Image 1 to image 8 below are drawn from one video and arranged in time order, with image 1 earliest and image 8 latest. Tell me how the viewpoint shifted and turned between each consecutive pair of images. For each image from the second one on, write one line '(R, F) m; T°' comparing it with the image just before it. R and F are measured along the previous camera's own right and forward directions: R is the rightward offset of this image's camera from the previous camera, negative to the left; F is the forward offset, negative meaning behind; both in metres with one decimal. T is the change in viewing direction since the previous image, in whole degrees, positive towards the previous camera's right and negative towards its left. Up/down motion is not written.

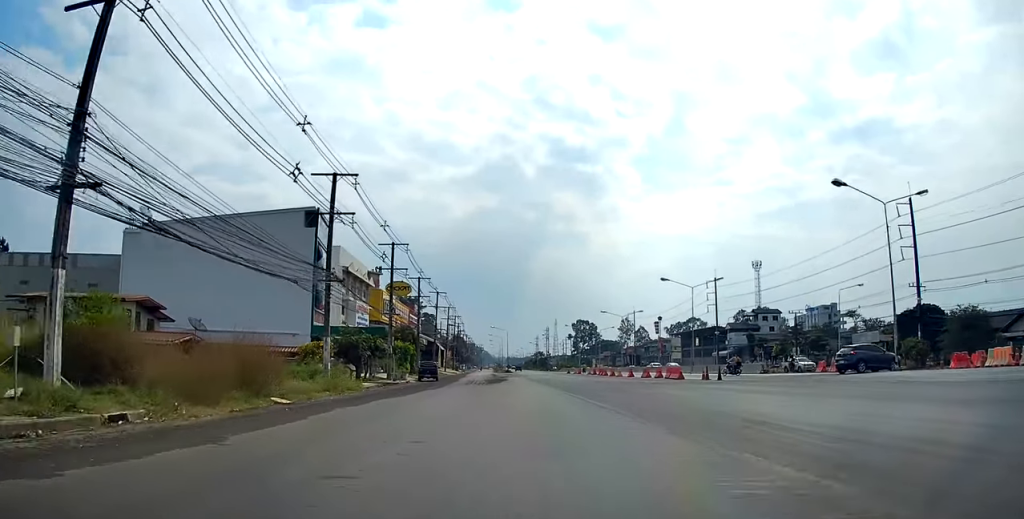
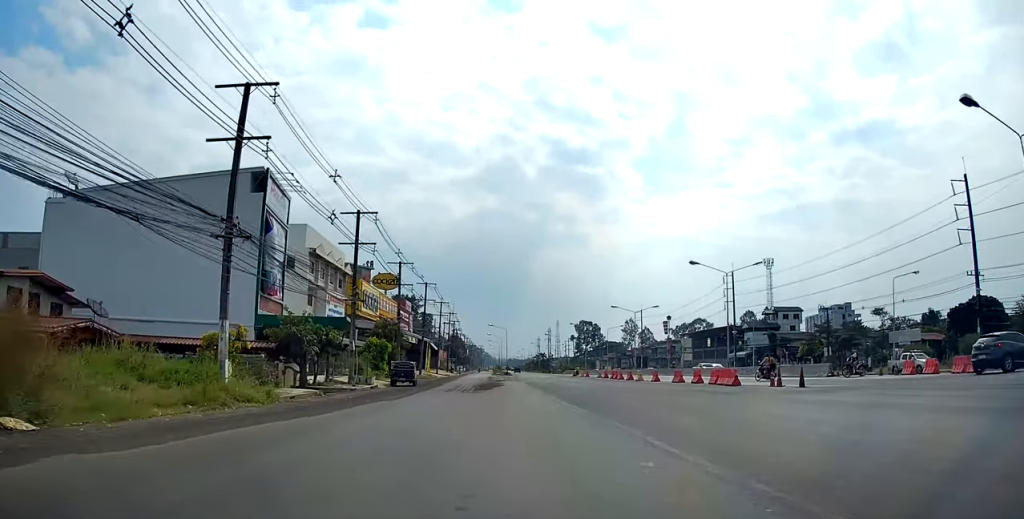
(-0.5, +11.3) m; 0°
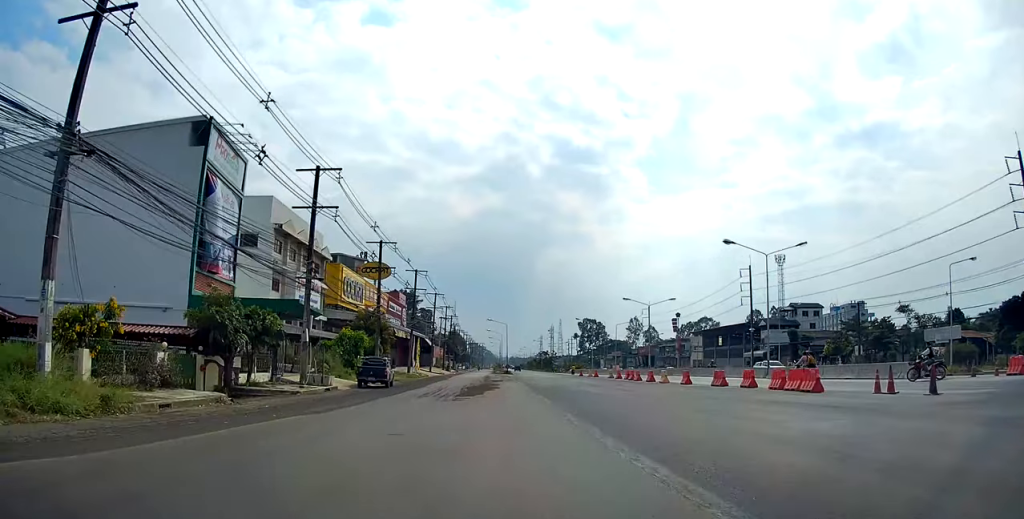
(+0.5, +9.0) m; 0°
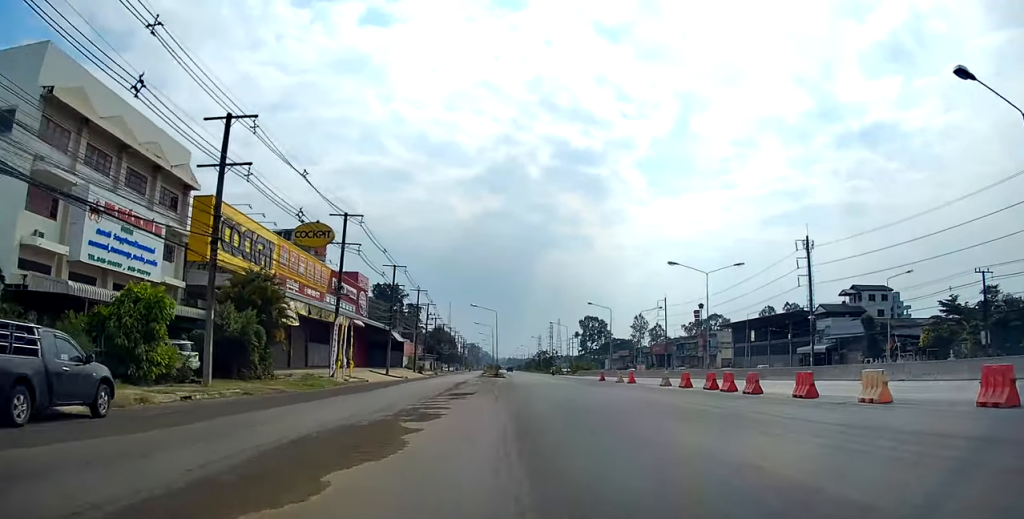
(-0.9, +27.4) m; -1°
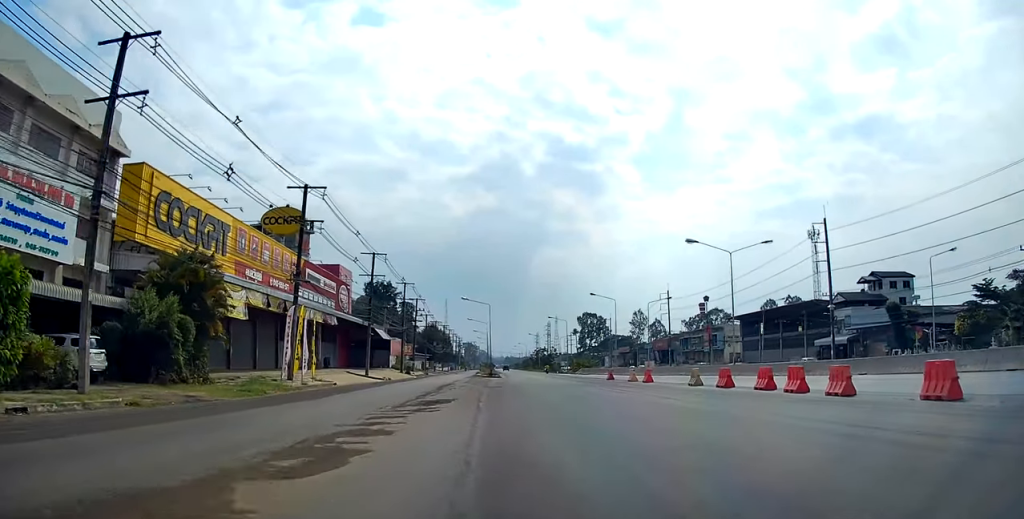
(+0.1, +7.6) m; +1°
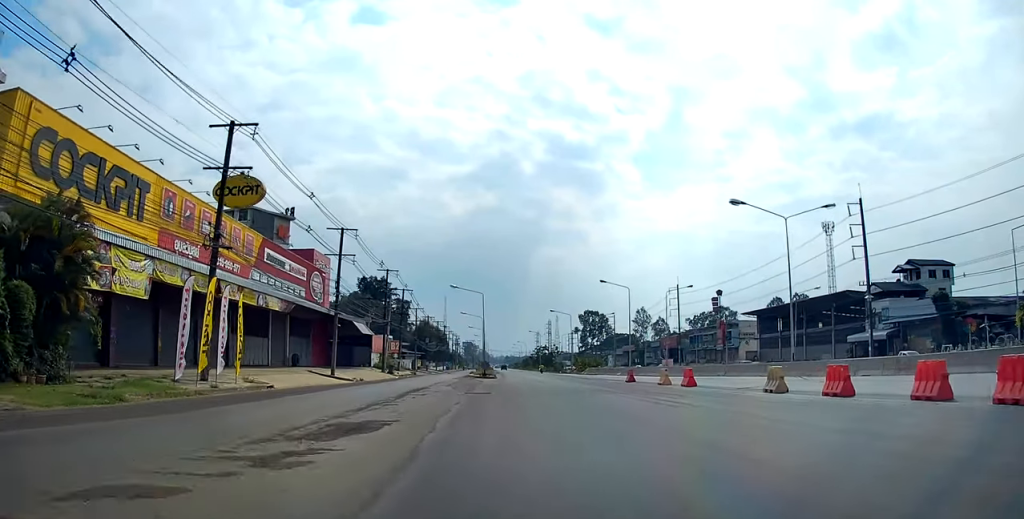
(+0.4, +10.5) m; +2°
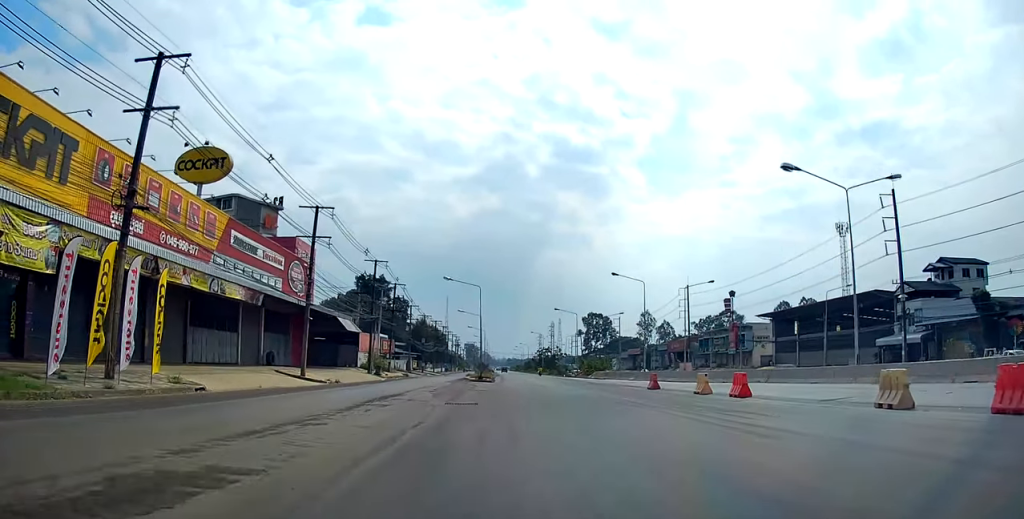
(0.0, +7.2) m; 0°
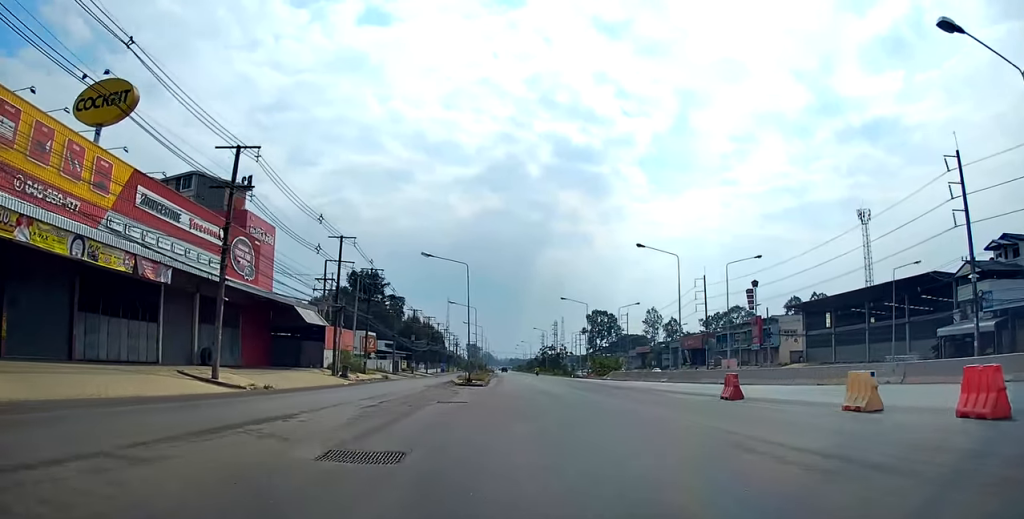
(-0.1, +13.7) m; -1°
